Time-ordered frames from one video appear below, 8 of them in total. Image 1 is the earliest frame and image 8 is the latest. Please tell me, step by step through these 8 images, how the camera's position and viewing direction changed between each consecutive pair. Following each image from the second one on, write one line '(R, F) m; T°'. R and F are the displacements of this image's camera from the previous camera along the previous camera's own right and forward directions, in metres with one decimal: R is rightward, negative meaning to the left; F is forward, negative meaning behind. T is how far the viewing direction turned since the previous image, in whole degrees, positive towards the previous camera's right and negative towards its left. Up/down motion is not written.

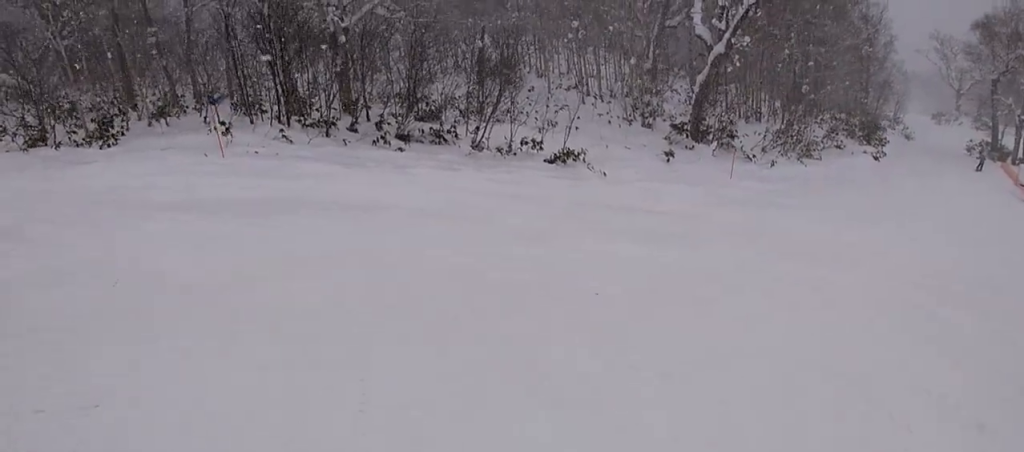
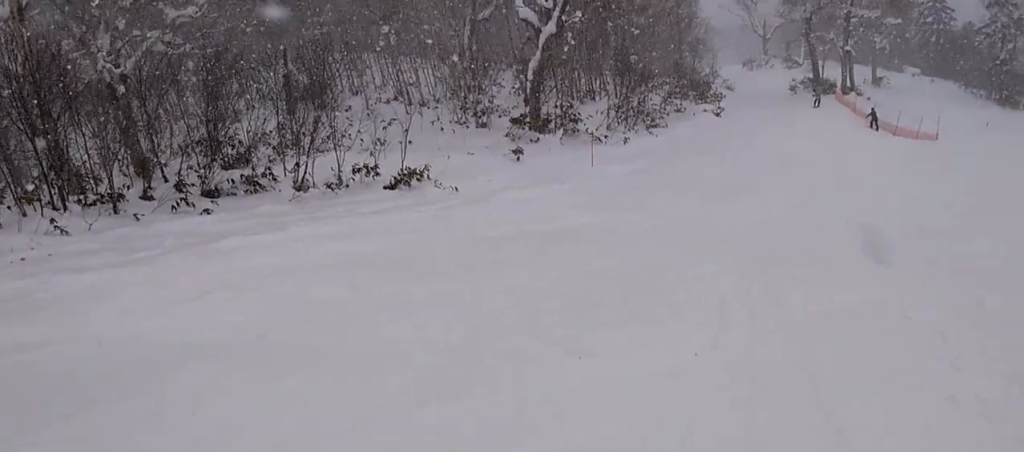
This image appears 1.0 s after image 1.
(+0.2, +4.1) m; +24°
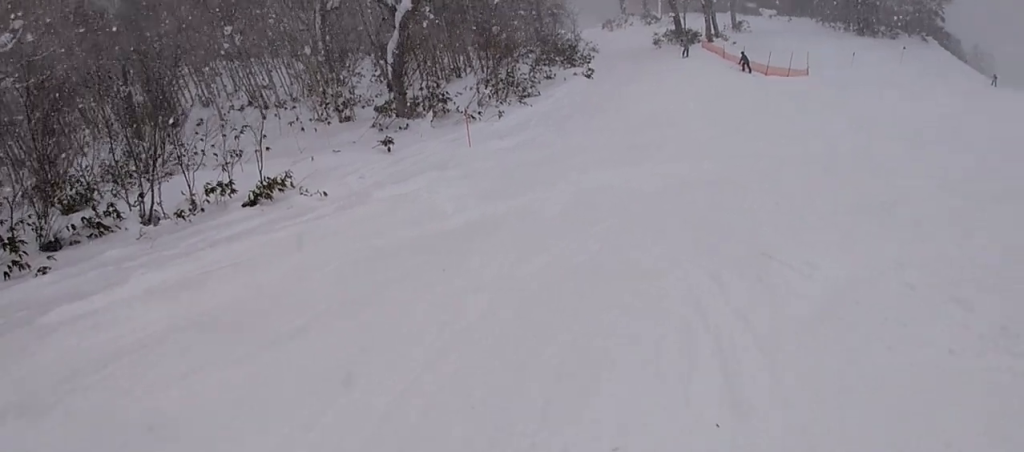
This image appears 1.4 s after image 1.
(+0.3, +1.7) m; +14°
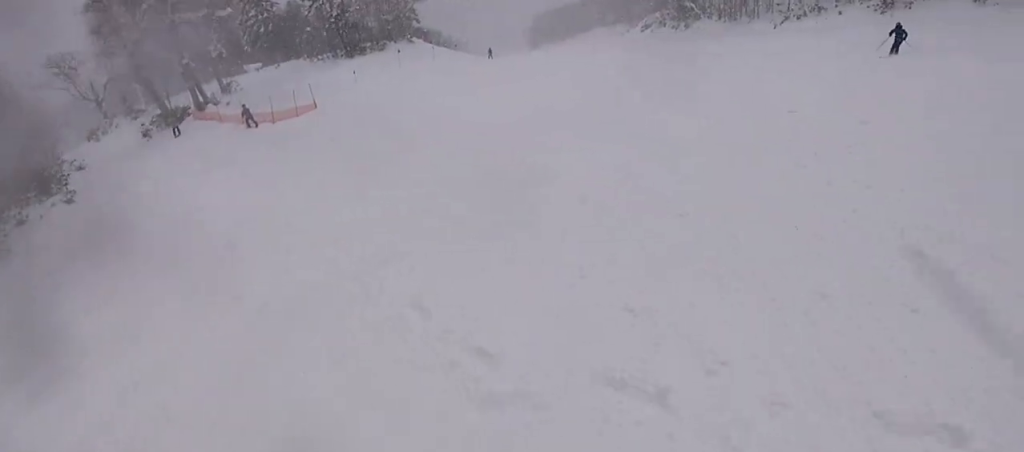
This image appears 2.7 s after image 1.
(+2.1, +4.9) m; +35°
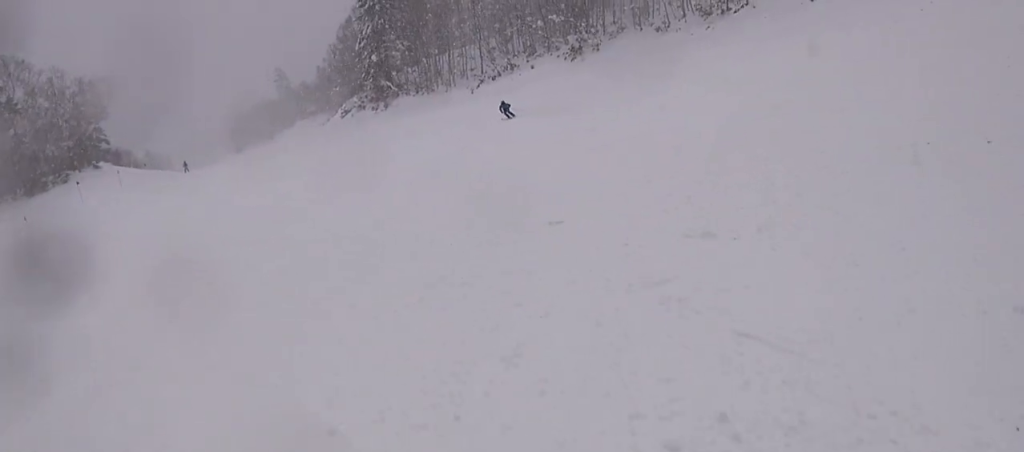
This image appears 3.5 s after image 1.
(+0.5, +3.4) m; +13°
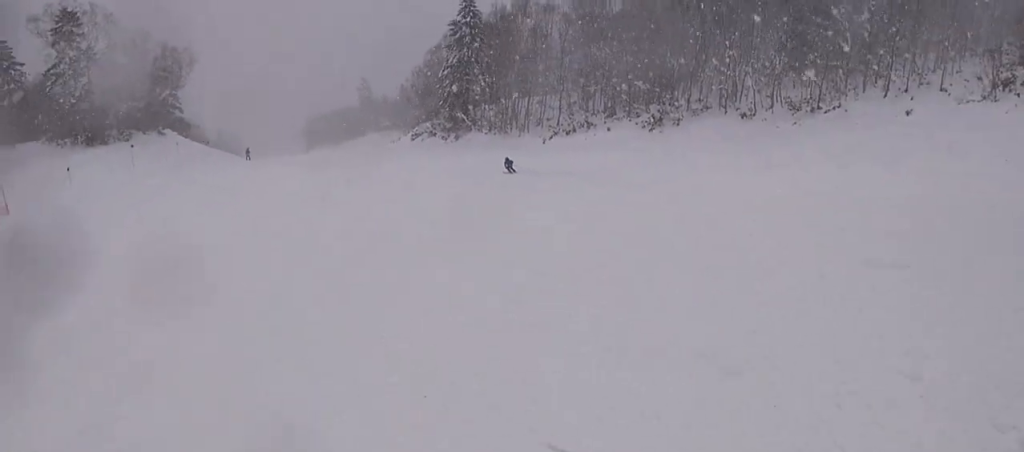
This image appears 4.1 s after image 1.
(+0.3, +2.3) m; +6°
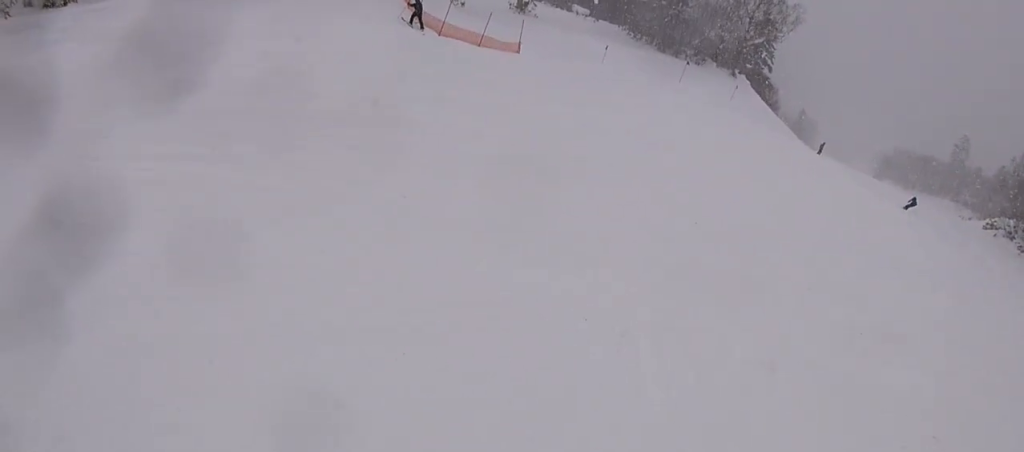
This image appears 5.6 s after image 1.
(-1.1, +6.8) m; -32°
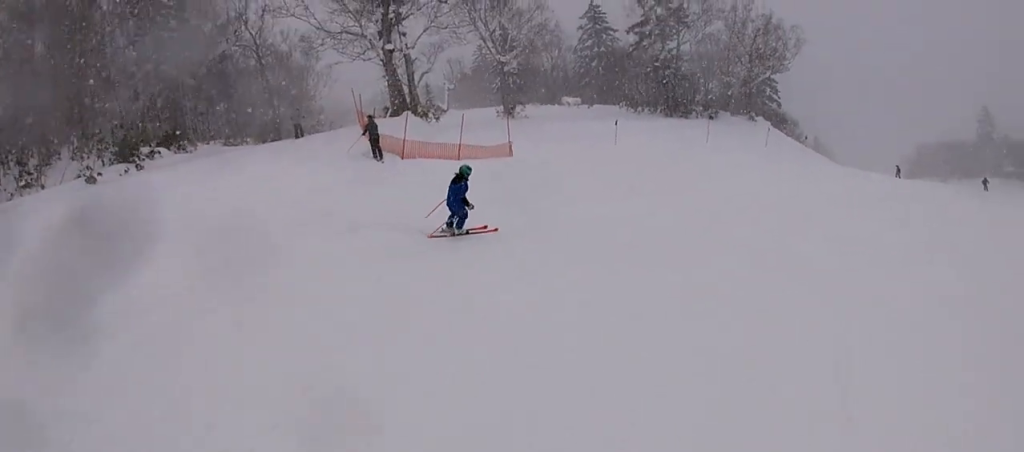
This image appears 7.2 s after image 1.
(-3.1, +7.1) m; -17°
